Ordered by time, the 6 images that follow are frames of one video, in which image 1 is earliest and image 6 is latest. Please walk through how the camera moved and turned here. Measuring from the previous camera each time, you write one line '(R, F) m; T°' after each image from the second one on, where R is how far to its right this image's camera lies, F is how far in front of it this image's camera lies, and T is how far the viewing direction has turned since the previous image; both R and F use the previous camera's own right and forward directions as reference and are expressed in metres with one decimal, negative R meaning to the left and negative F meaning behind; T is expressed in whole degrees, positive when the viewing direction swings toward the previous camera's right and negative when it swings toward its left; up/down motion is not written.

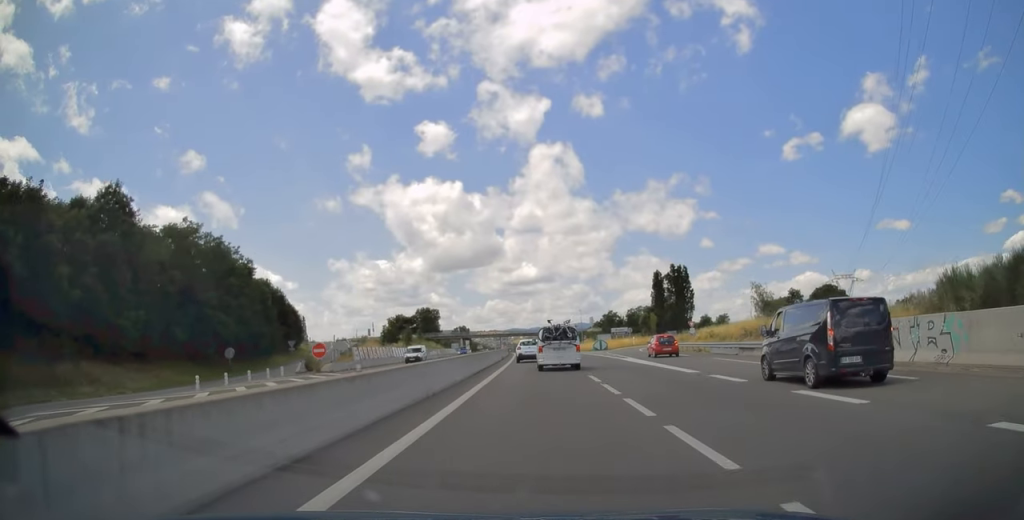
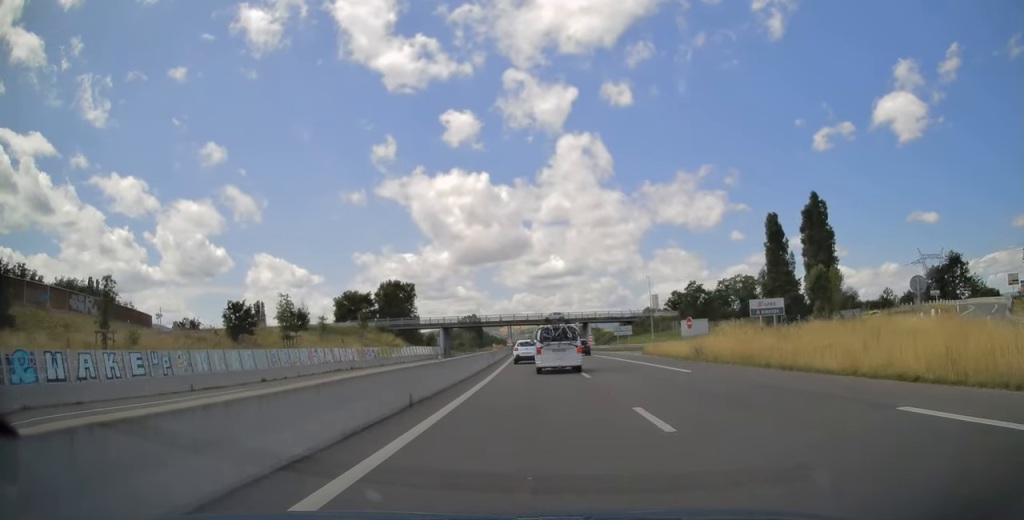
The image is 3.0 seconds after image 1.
(-1.8, +75.5) m; -3°
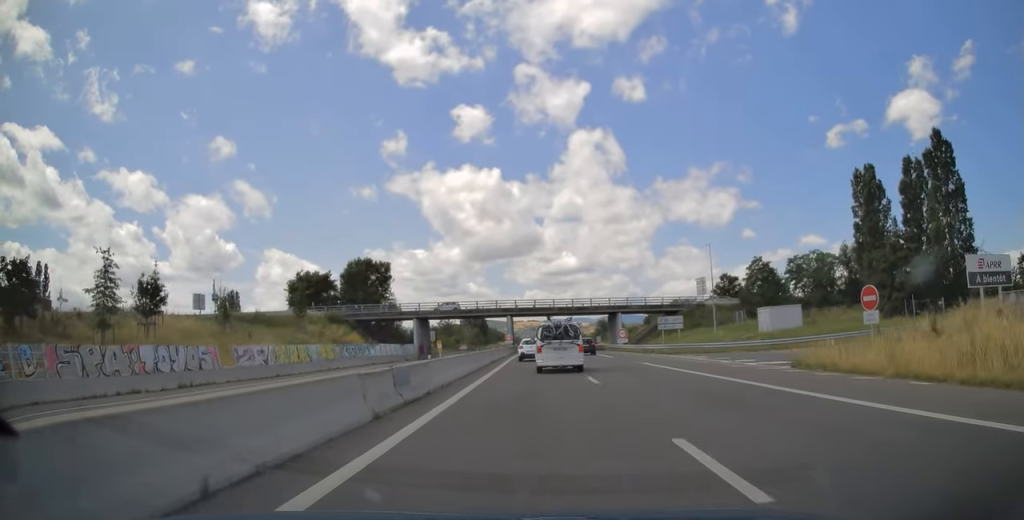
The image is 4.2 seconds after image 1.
(-0.5, +30.0) m; -1°
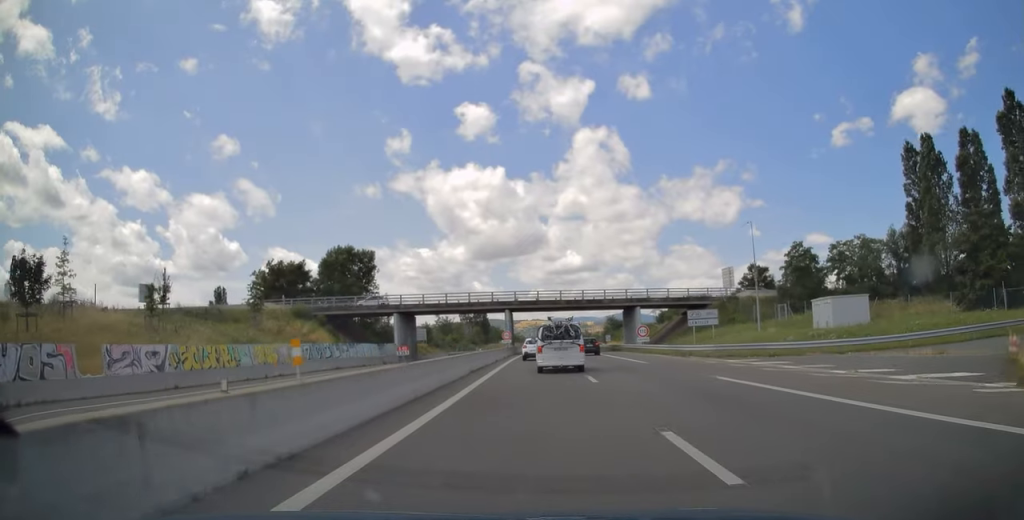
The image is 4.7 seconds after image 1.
(0.0, +12.6) m; 0°
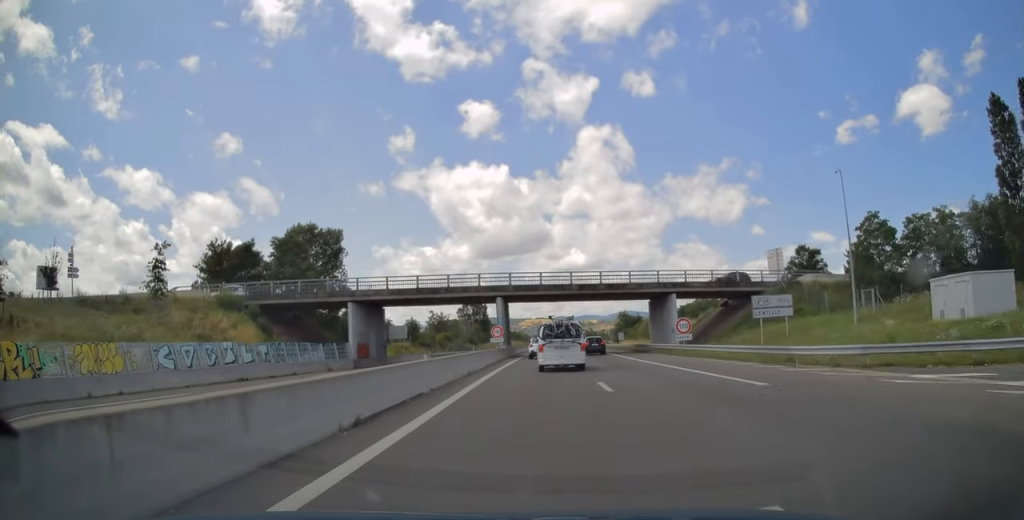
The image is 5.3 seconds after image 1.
(0.0, +17.1) m; 0°
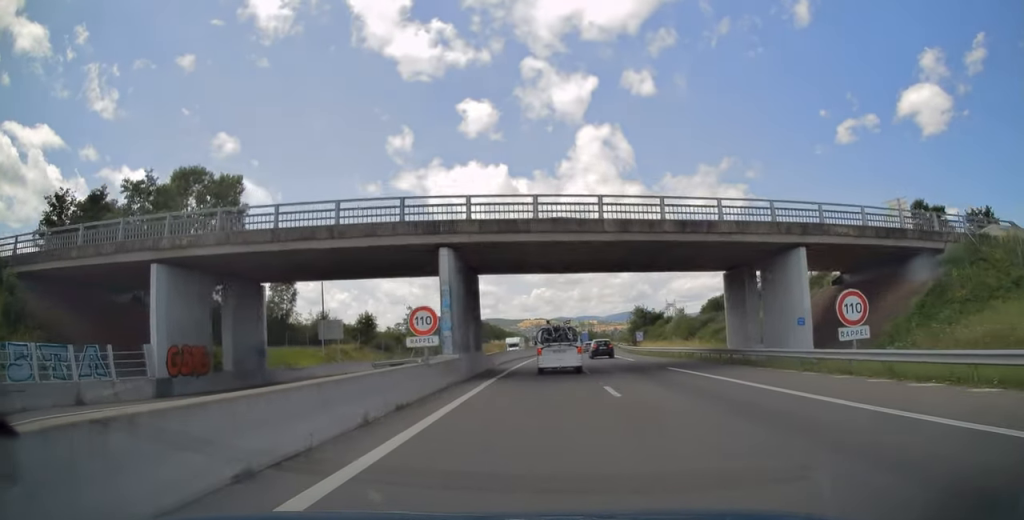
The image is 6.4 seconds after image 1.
(-0.1, +26.6) m; -1°
